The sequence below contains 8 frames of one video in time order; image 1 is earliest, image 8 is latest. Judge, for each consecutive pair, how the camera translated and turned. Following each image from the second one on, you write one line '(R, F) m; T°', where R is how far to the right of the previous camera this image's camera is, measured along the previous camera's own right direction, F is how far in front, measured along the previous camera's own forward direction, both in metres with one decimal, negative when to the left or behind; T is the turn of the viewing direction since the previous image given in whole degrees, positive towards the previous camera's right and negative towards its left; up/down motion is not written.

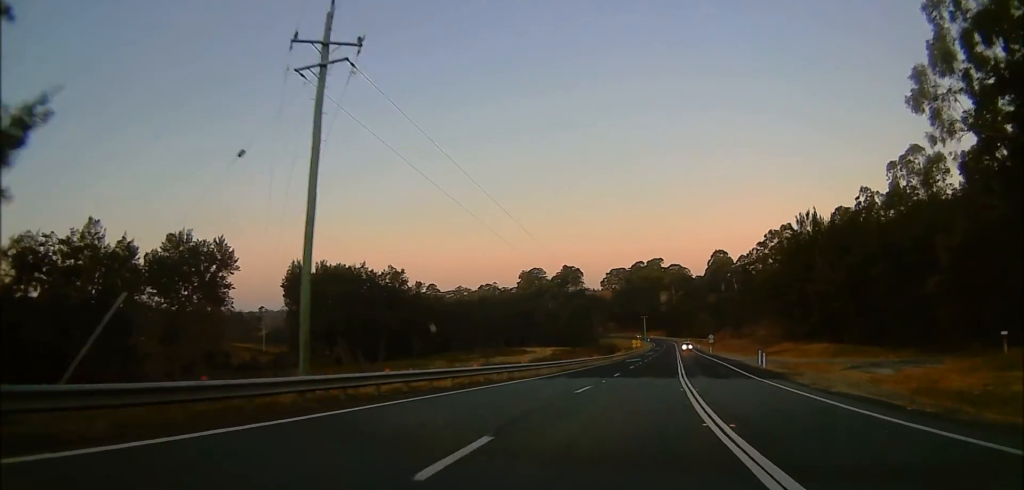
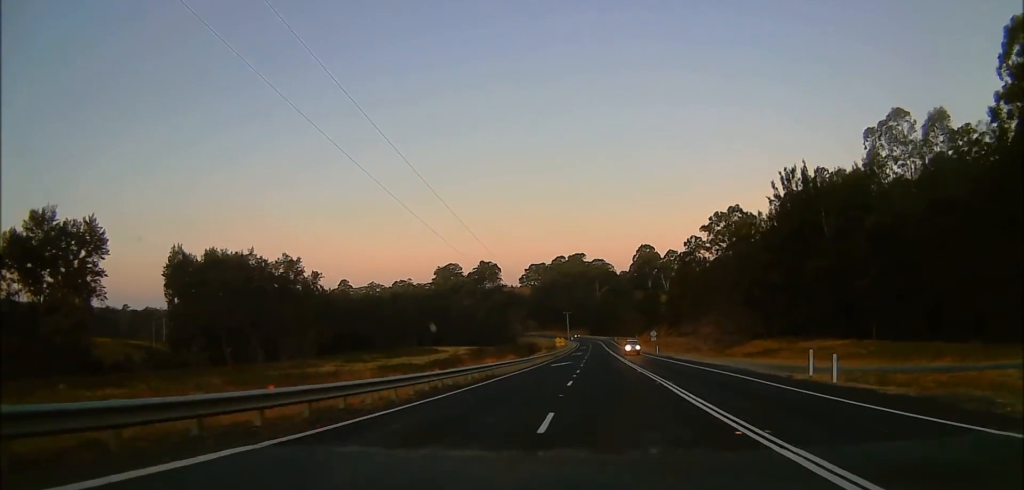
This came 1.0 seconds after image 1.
(0.0, +21.1) m; 0°
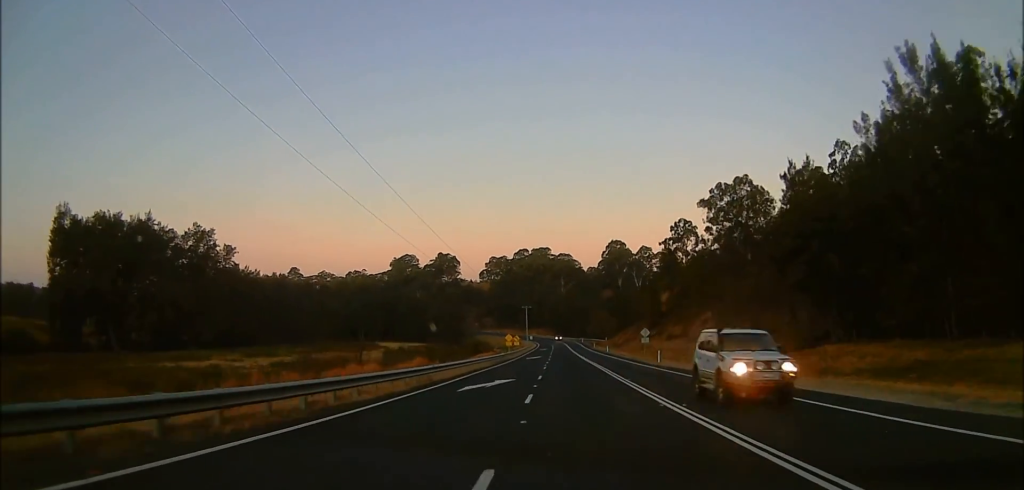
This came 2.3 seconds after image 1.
(0.0, +28.4) m; 0°
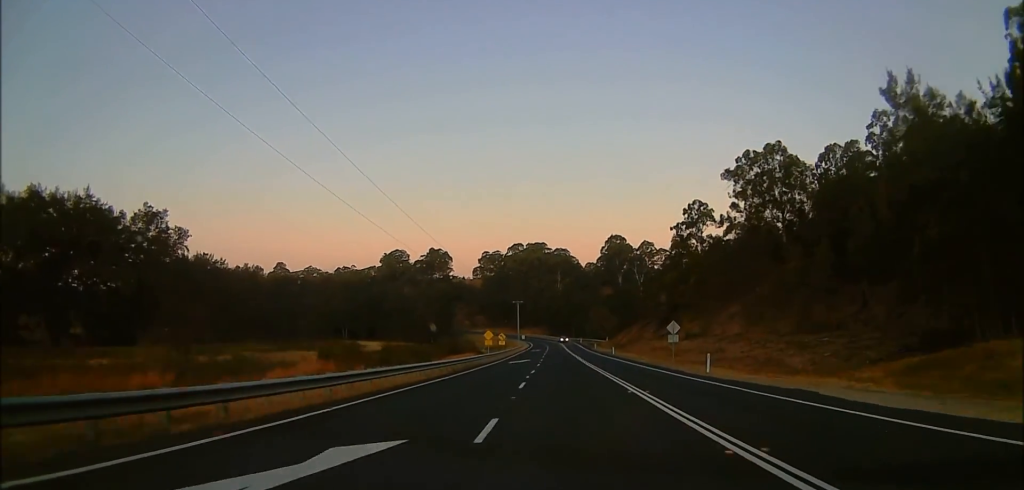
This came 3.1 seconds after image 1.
(0.0, +17.5) m; 0°
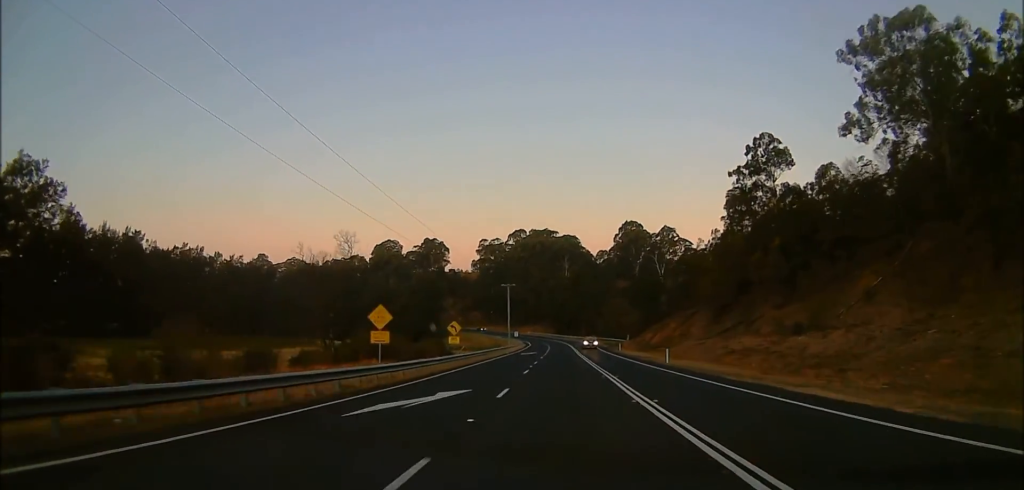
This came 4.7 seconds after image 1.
(0.0, +36.5) m; 0°
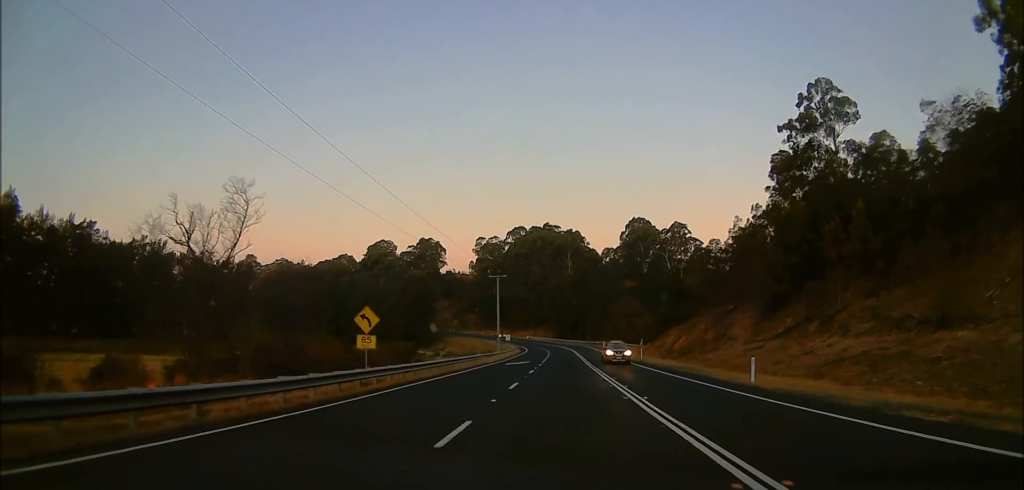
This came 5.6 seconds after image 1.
(0.0, +18.3) m; 0°
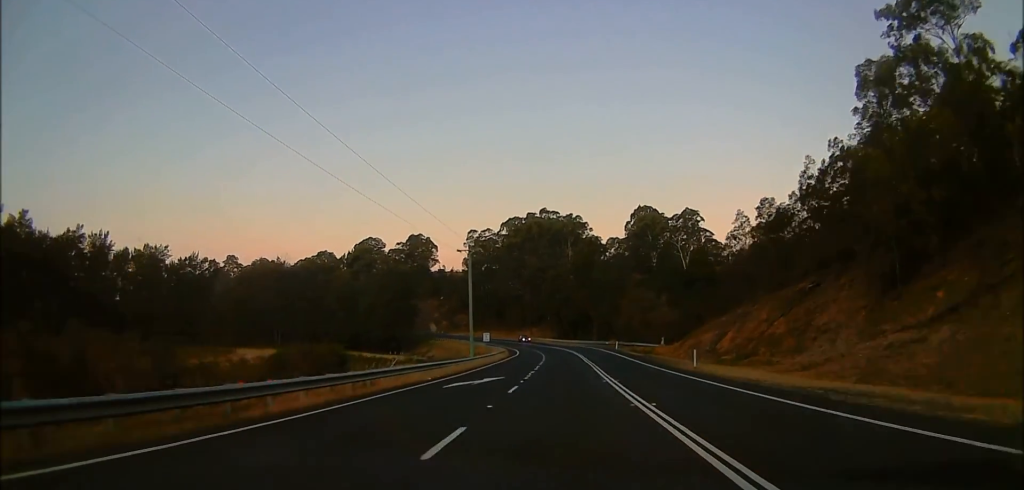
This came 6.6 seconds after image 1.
(0.0, +22.1) m; 0°
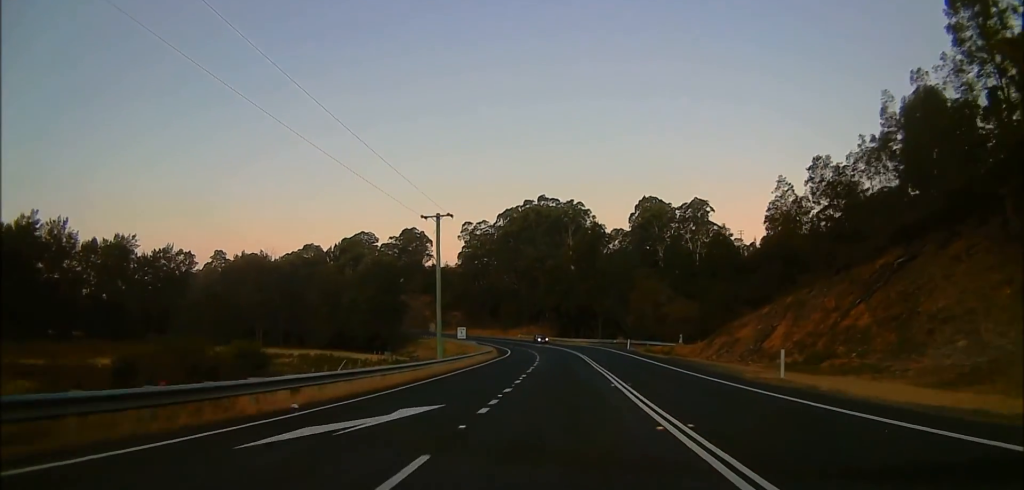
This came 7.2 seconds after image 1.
(0.0, +14.8) m; 0°
